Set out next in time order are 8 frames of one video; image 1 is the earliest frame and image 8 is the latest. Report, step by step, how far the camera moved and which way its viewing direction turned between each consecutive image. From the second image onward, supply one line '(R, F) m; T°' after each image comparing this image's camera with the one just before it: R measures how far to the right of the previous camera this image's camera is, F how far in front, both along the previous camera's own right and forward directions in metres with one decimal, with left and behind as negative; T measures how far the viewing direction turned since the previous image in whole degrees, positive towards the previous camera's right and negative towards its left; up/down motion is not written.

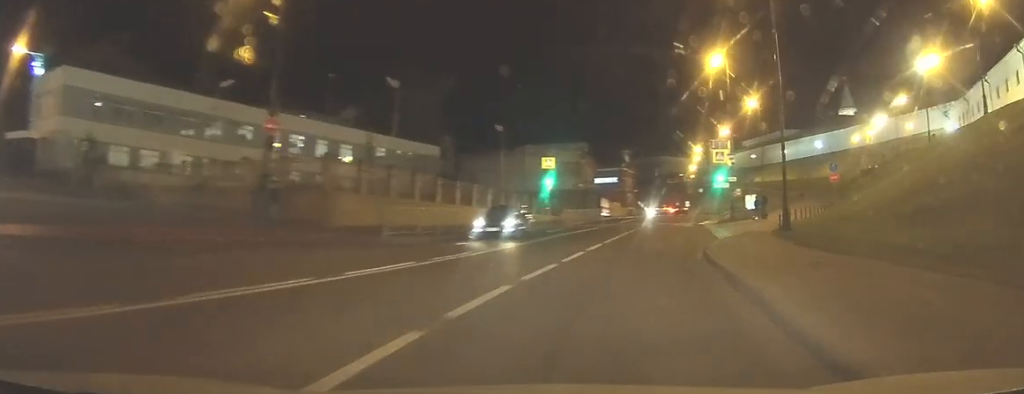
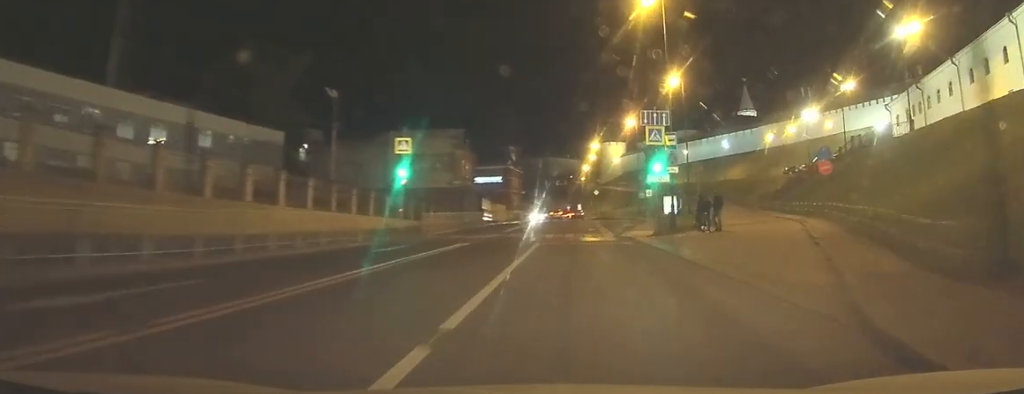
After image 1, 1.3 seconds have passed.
(+0.2, +14.7) m; +3°
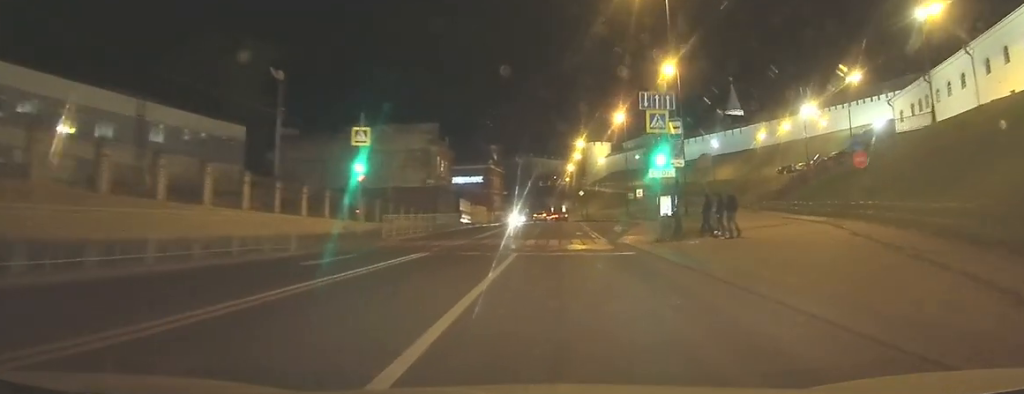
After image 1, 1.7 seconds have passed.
(-0.1, +4.6) m; +2°
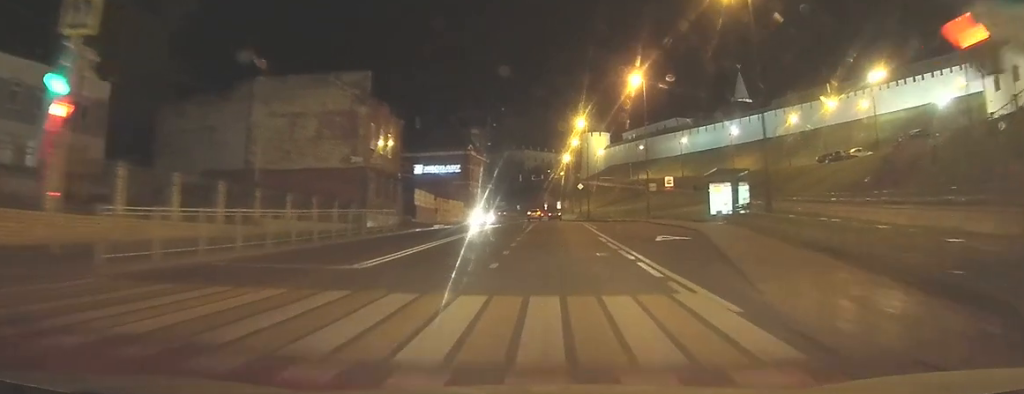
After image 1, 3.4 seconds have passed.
(+1.3, +17.3) m; +7°
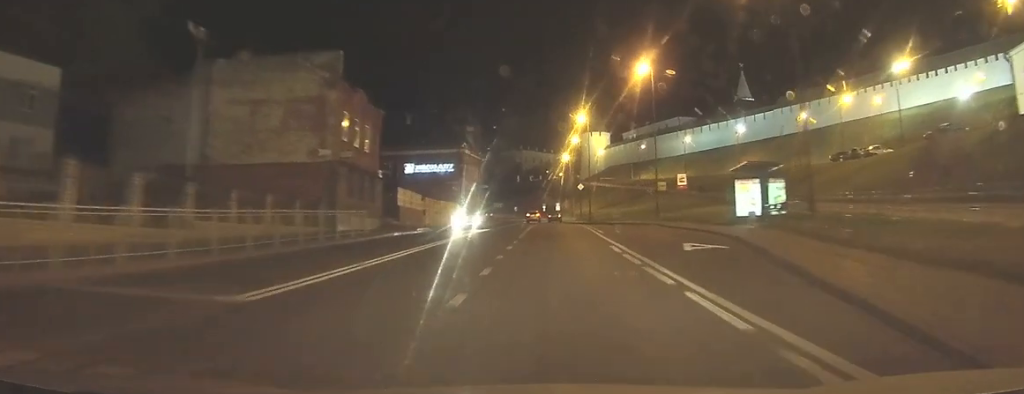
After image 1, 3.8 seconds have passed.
(0.0, +4.5) m; +1°
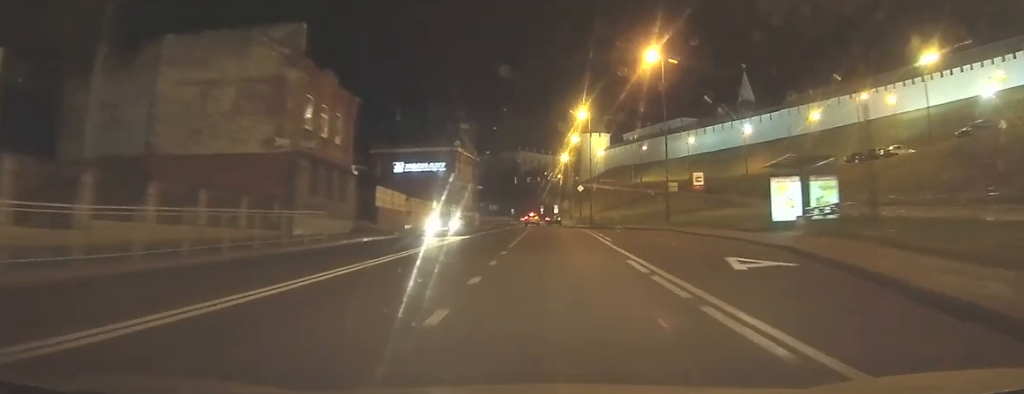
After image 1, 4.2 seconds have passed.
(+0.1, +4.8) m; +1°
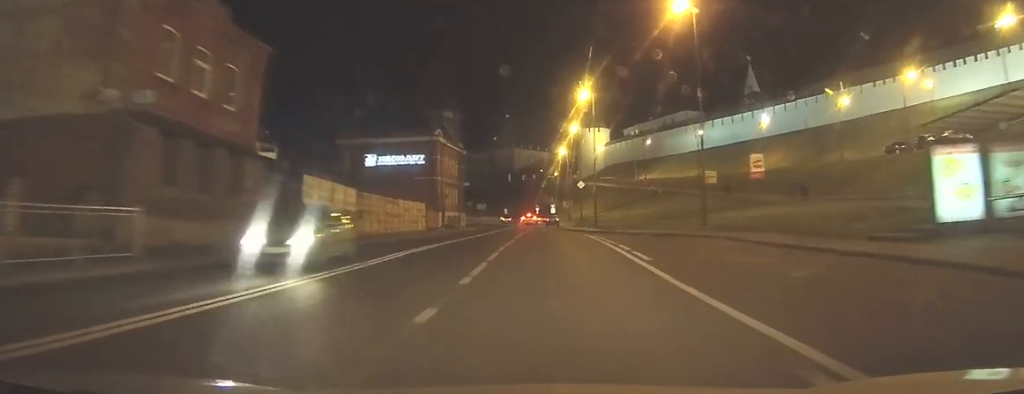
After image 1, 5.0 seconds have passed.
(+0.2, +10.7) m; +2°
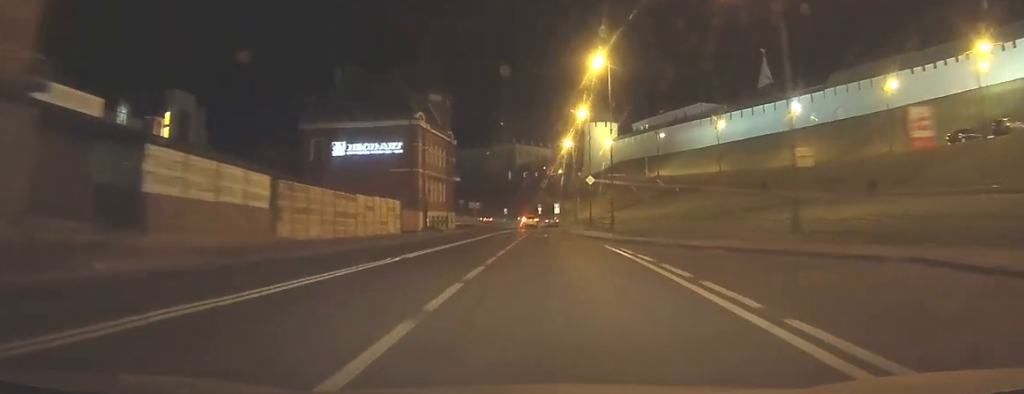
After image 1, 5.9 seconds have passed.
(+0.2, +11.9) m; +1°
